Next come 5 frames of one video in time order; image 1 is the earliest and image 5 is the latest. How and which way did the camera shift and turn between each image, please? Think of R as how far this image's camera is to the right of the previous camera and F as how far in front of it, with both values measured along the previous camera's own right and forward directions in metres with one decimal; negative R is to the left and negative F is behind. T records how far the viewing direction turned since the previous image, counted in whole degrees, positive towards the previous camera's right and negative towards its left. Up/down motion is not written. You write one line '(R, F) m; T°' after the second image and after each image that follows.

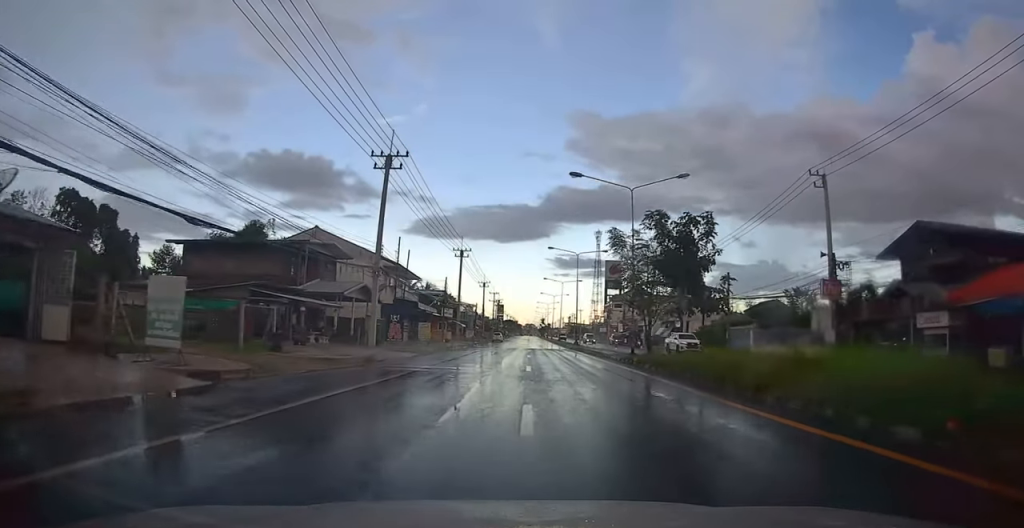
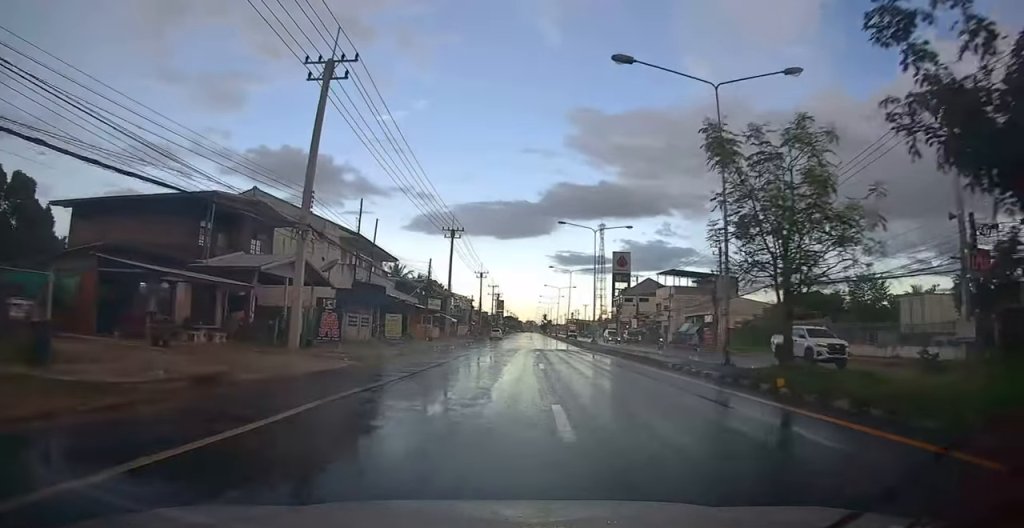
(-0.1, +13.0) m; -2°
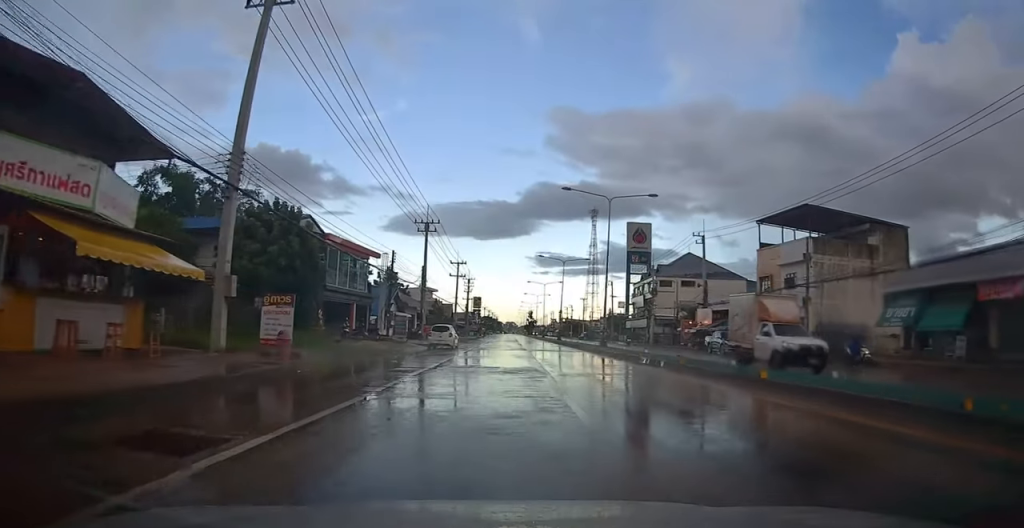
(+1.6, +47.6) m; +4°
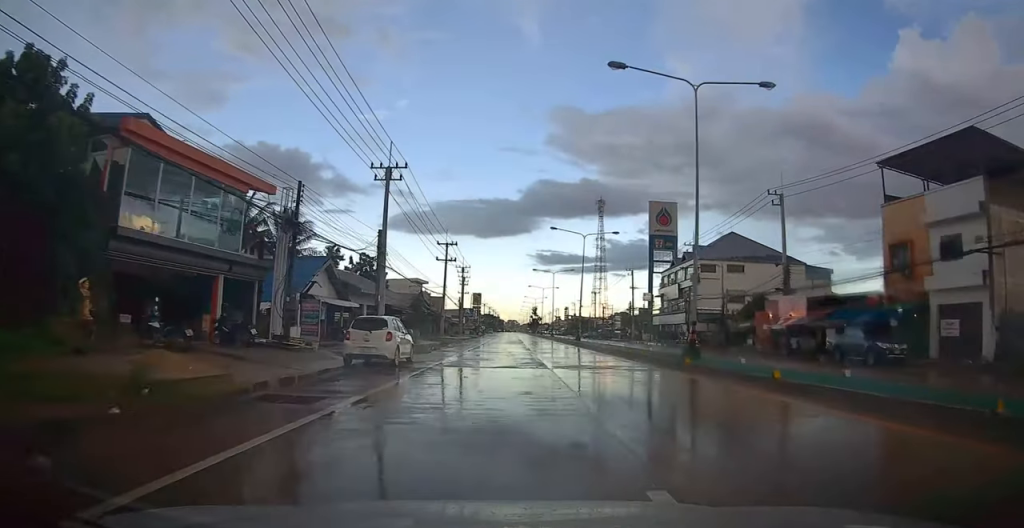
(0.0, +18.6) m; +2°
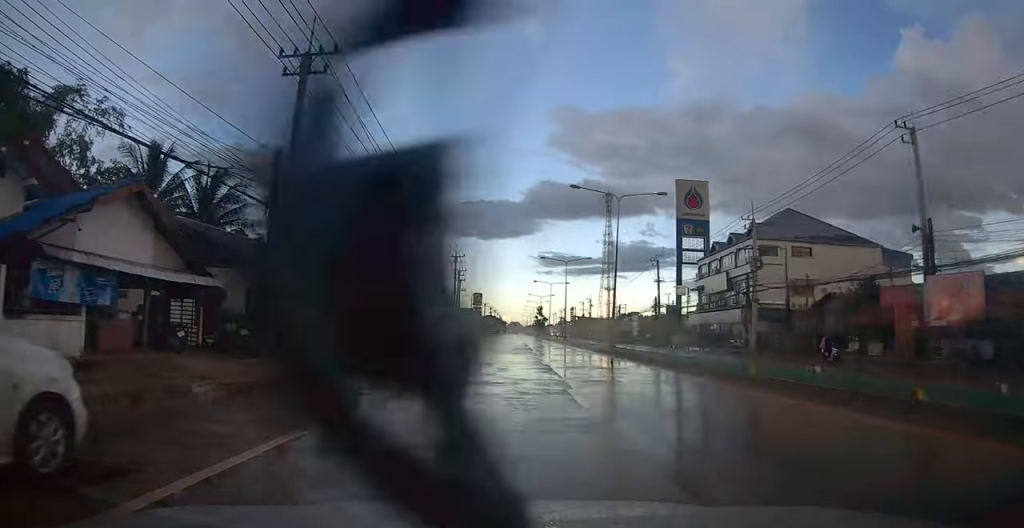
(+0.6, +16.4) m; -1°
